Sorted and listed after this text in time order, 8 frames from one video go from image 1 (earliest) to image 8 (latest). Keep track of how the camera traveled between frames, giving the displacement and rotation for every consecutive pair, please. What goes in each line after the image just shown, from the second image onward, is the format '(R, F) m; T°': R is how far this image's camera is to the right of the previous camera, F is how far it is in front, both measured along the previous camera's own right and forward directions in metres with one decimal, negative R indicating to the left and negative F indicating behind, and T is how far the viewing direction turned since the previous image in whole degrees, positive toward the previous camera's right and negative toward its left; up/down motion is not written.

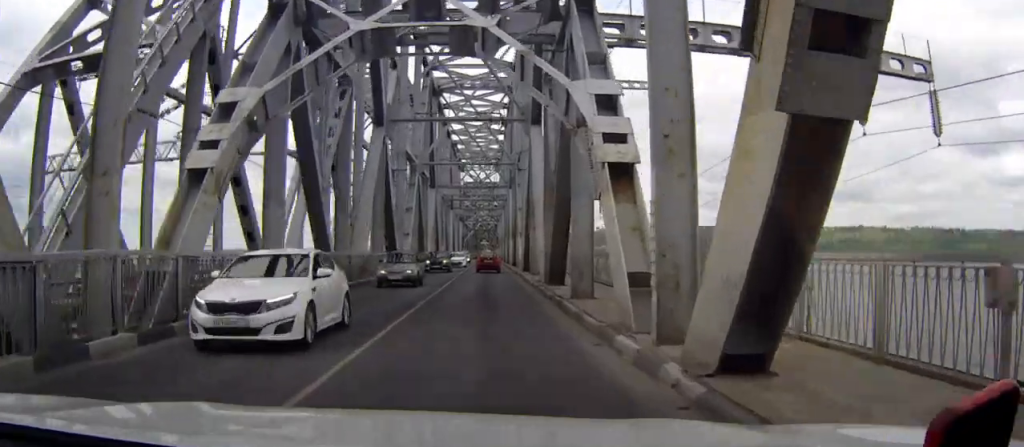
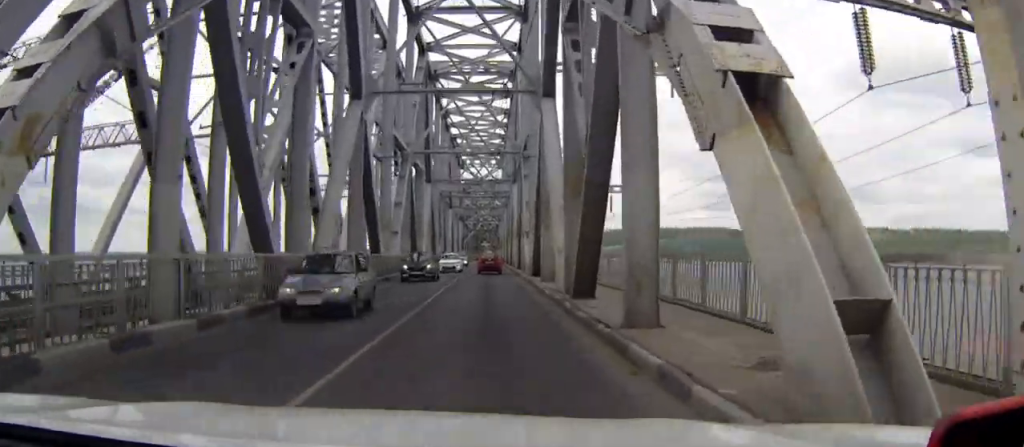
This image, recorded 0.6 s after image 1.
(-0.1, +6.7) m; 0°
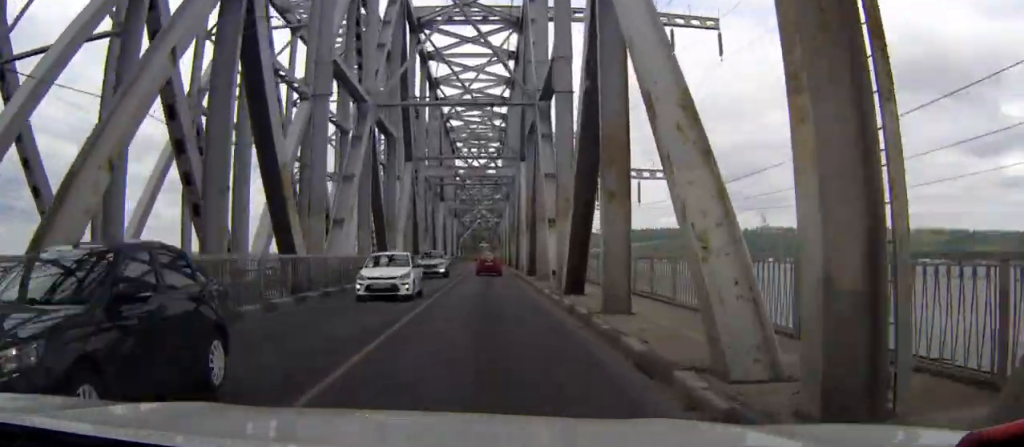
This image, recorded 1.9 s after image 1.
(+0.1, +15.8) m; 0°
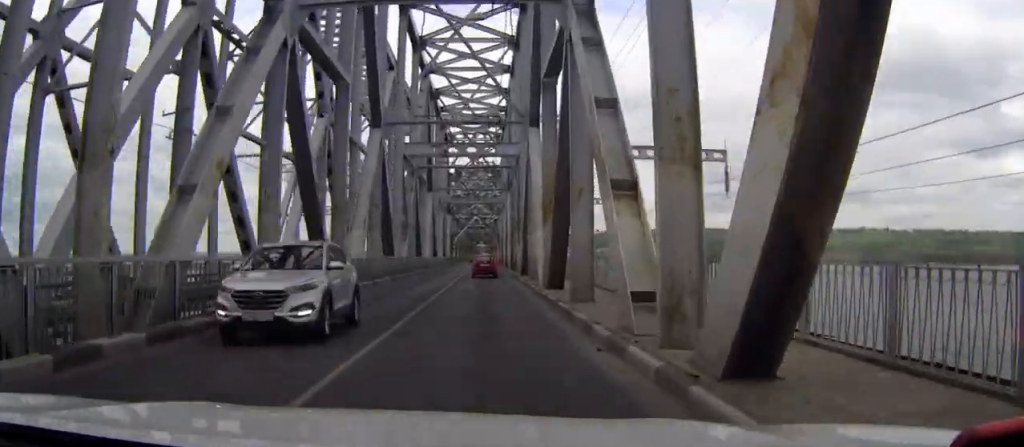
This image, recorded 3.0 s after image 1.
(-0.1, +13.9) m; -1°
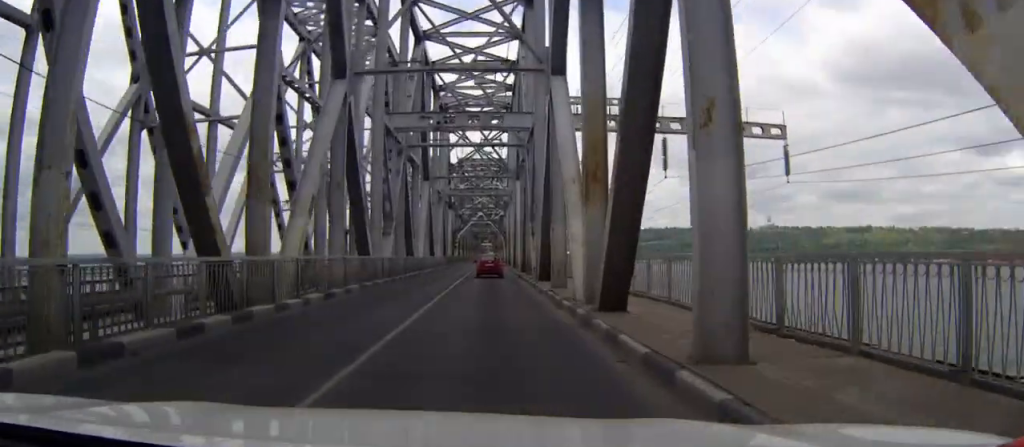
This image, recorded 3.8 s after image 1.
(0.0, +10.7) m; -1°
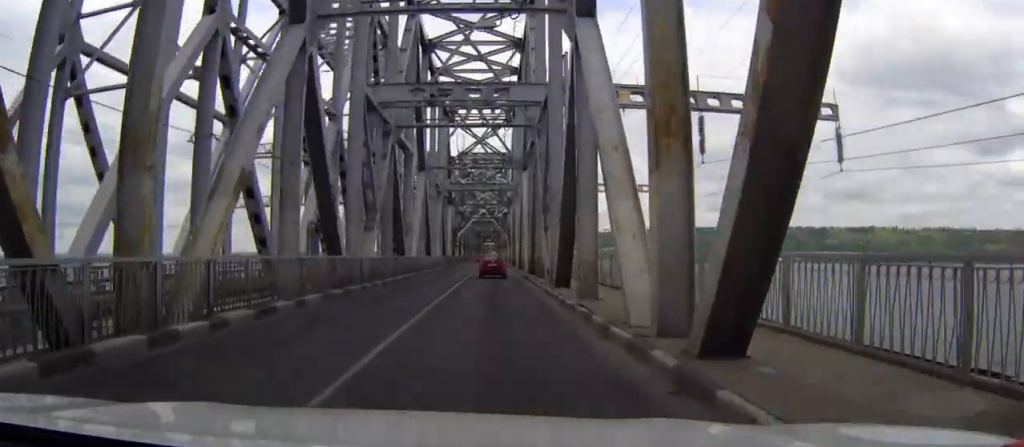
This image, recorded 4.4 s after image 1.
(-0.1, +7.3) m; 0°
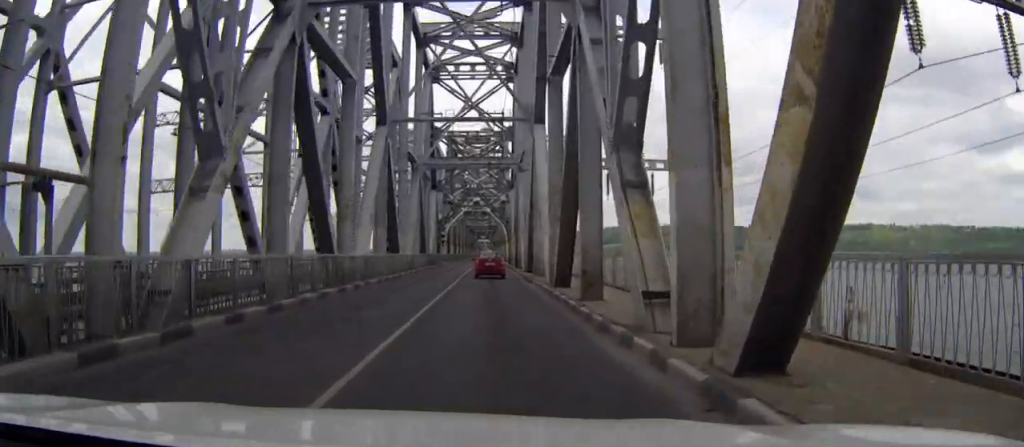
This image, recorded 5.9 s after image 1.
(0.0, +20.9) m; +1°
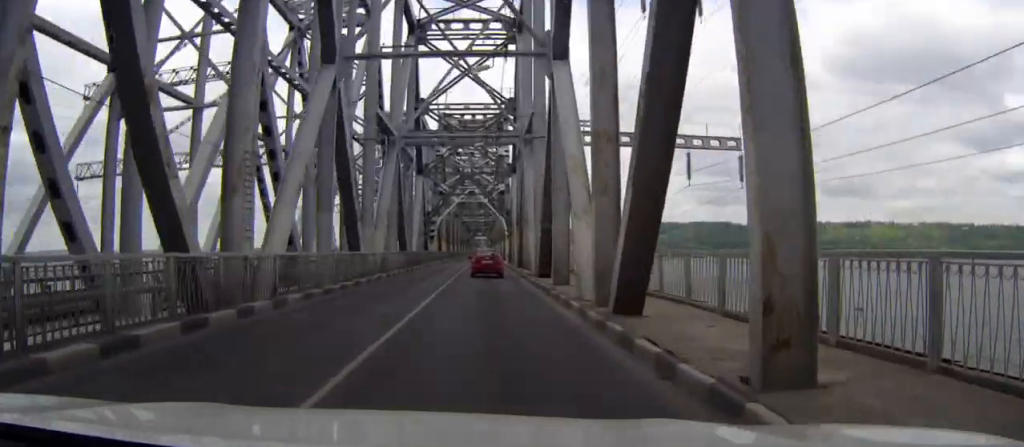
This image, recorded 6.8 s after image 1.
(+0.2, +13.5) m; +1°
